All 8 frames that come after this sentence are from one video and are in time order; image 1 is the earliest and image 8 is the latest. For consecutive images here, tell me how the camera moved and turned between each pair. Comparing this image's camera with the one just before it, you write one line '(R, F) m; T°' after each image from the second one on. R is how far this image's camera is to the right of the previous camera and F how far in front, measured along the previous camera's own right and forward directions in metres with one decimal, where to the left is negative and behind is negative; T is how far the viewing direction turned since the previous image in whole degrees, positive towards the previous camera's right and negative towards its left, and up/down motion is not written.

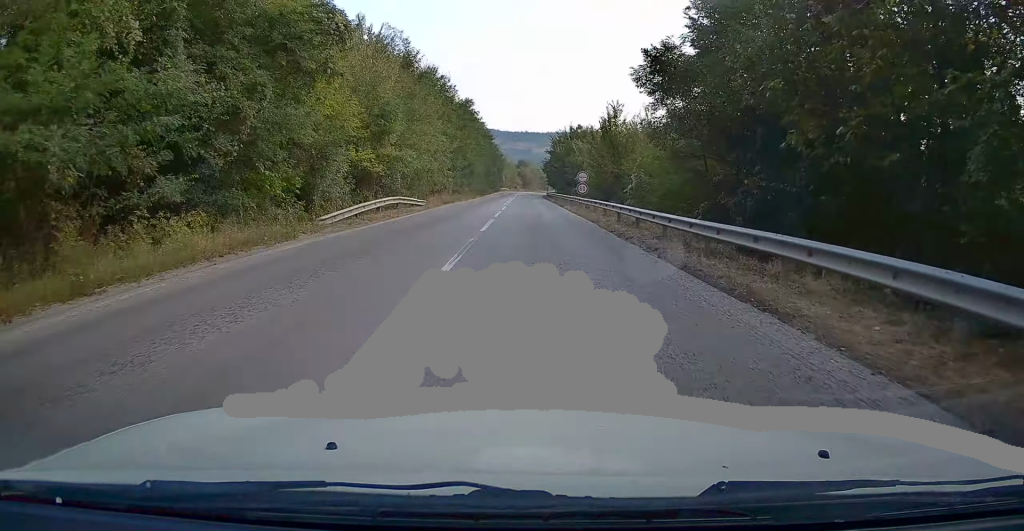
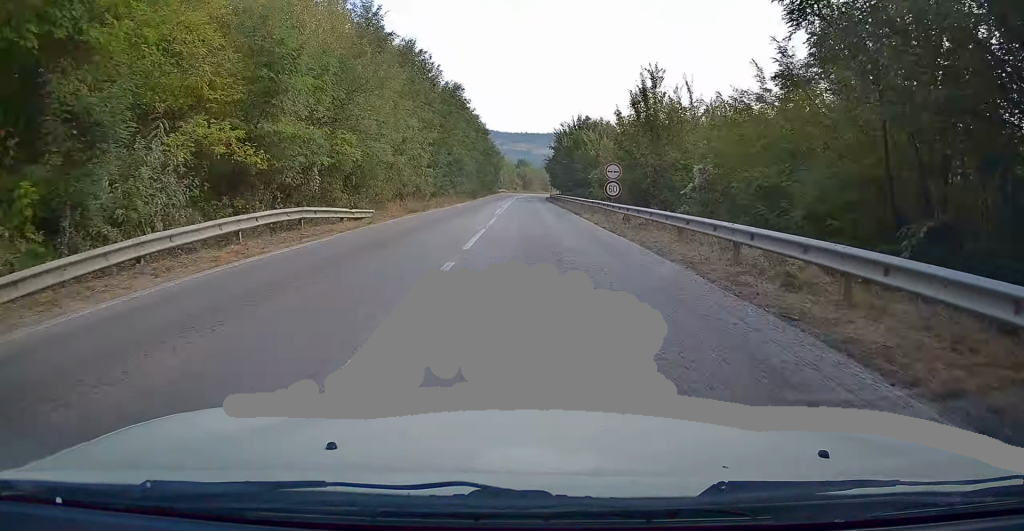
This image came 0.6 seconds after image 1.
(-0.1, +14.1) m; 0°
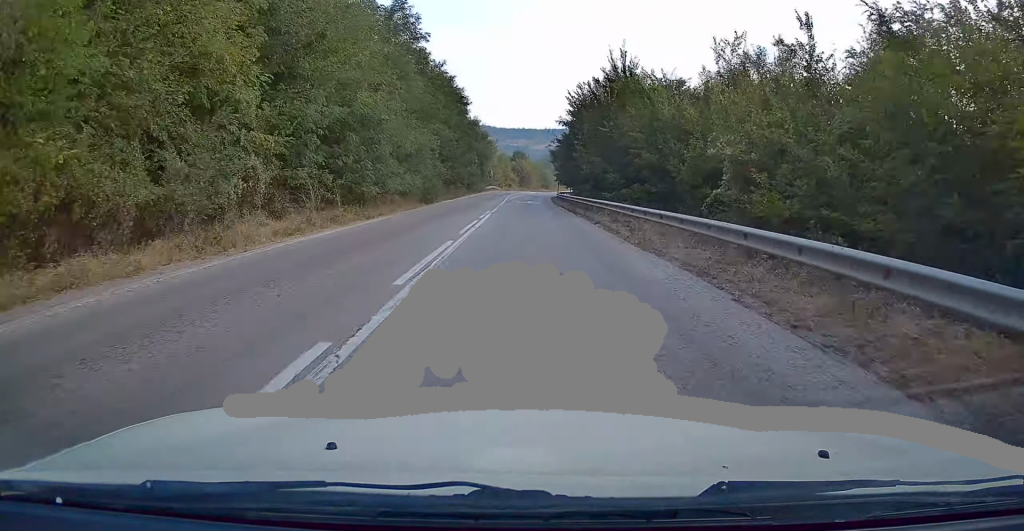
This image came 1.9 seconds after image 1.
(+0.3, +32.9) m; 0°
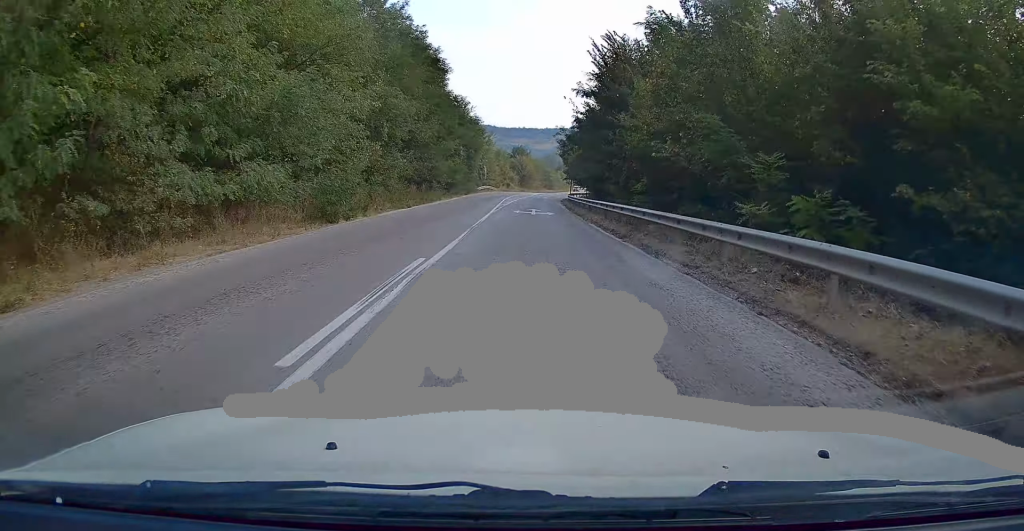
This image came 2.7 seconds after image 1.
(0.0, +20.3) m; 0°
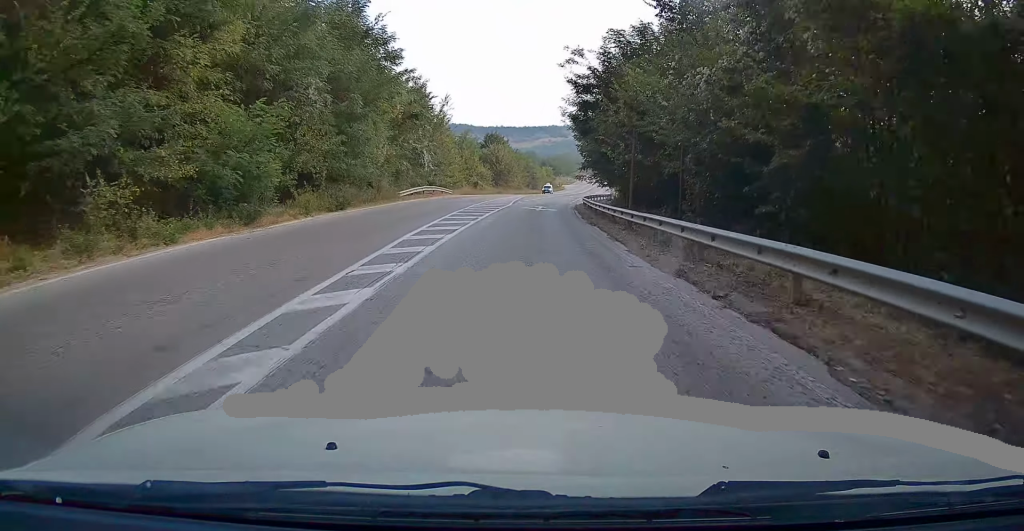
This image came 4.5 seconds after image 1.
(-0.1, +41.0) m; 0°
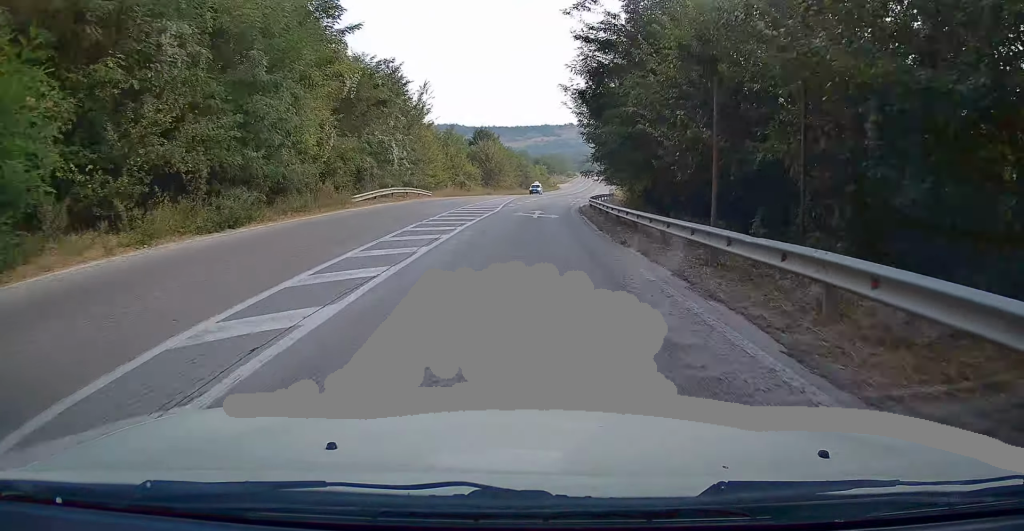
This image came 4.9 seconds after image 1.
(+0.1, +9.1) m; +1°
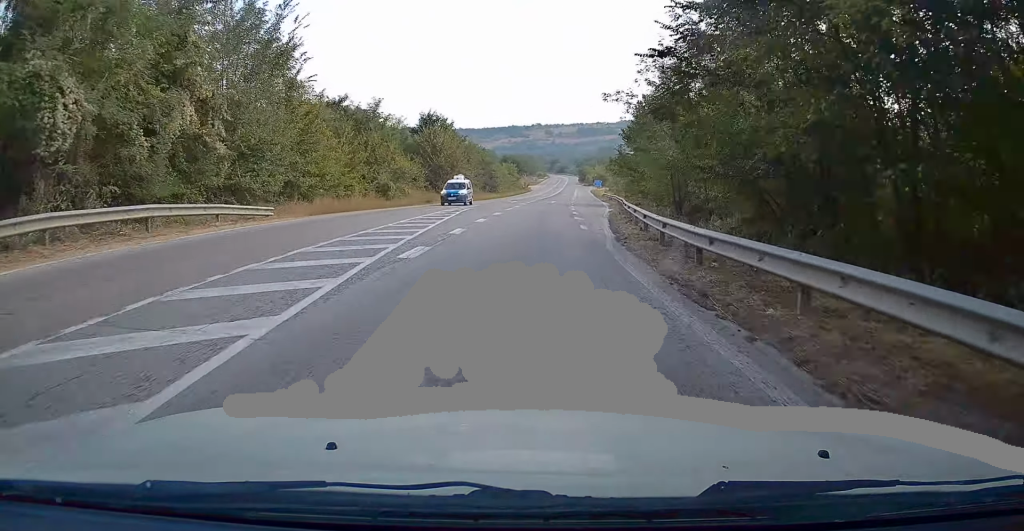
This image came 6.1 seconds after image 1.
(+0.5, +27.7) m; +2°
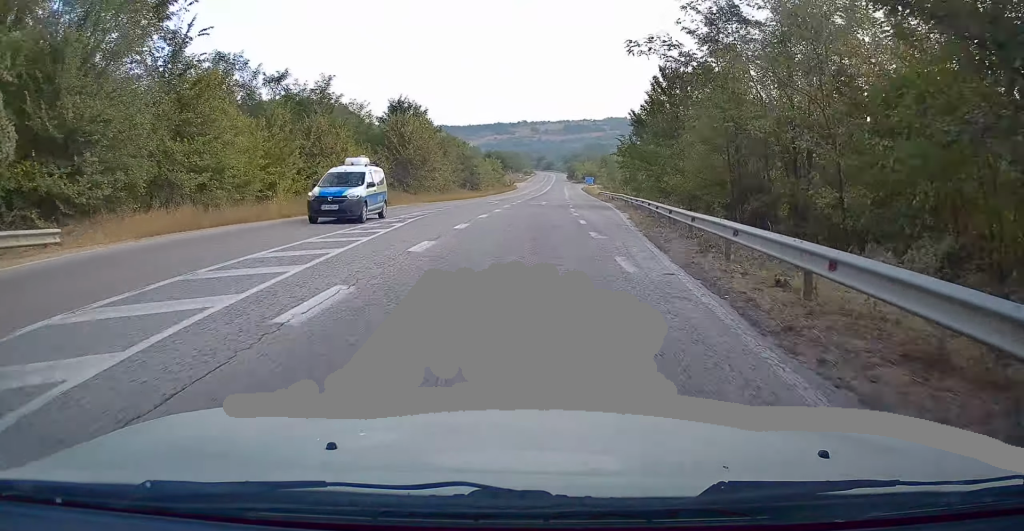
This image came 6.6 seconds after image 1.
(0.0, +11.2) m; +1°
